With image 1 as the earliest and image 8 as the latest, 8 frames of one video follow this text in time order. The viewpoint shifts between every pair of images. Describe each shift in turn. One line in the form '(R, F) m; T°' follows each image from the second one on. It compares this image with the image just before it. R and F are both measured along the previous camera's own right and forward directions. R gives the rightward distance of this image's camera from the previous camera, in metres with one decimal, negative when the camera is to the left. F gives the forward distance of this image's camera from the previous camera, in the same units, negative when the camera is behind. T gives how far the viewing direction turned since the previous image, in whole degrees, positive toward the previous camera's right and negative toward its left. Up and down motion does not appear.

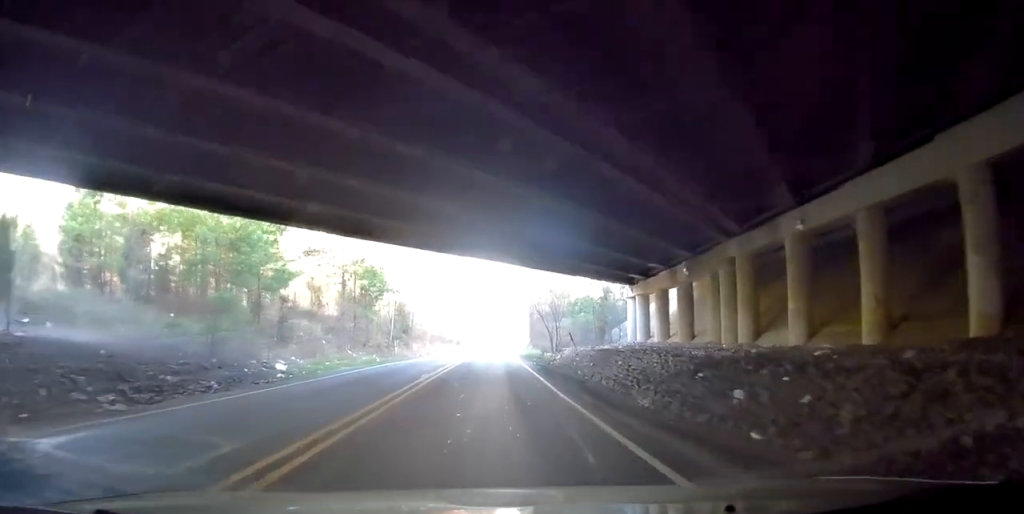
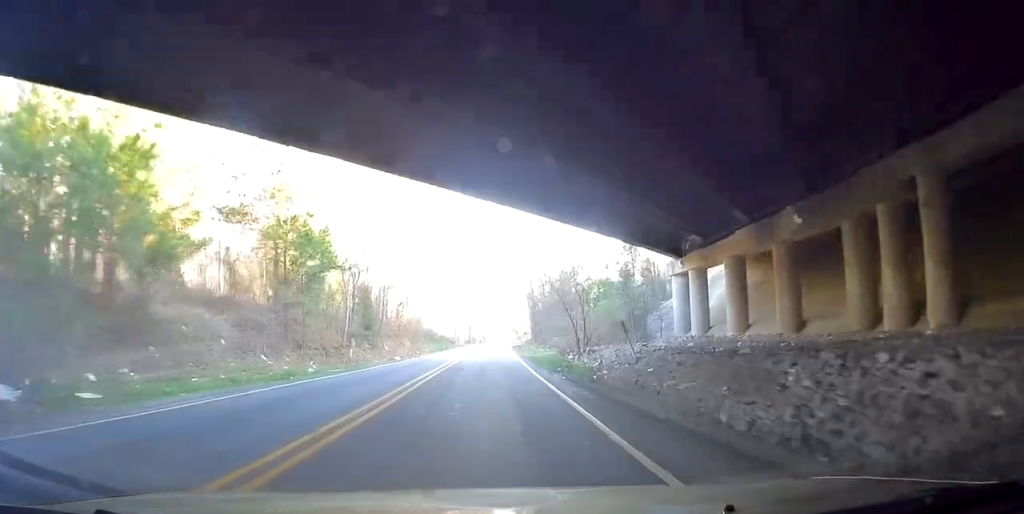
(-0.5, +11.9) m; -2°
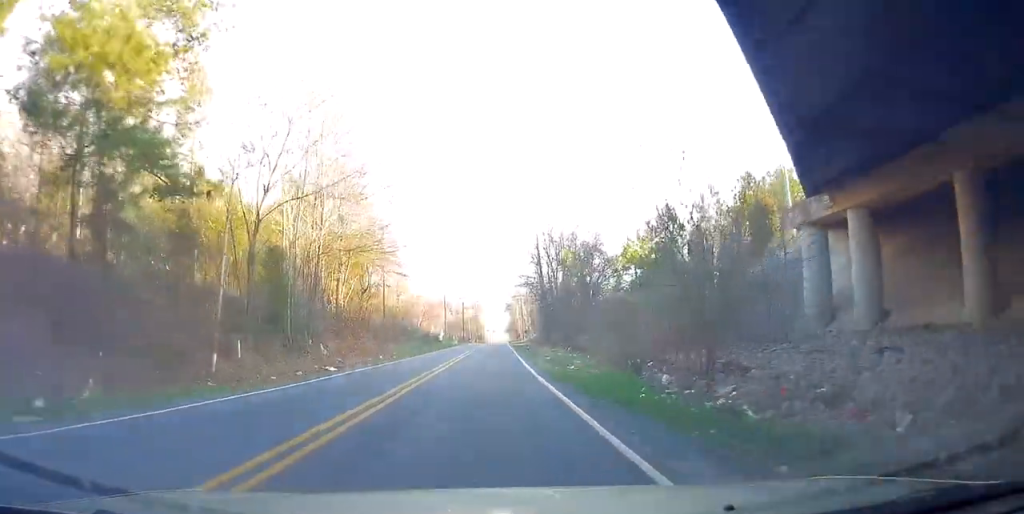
(-0.4, +14.3) m; +6°
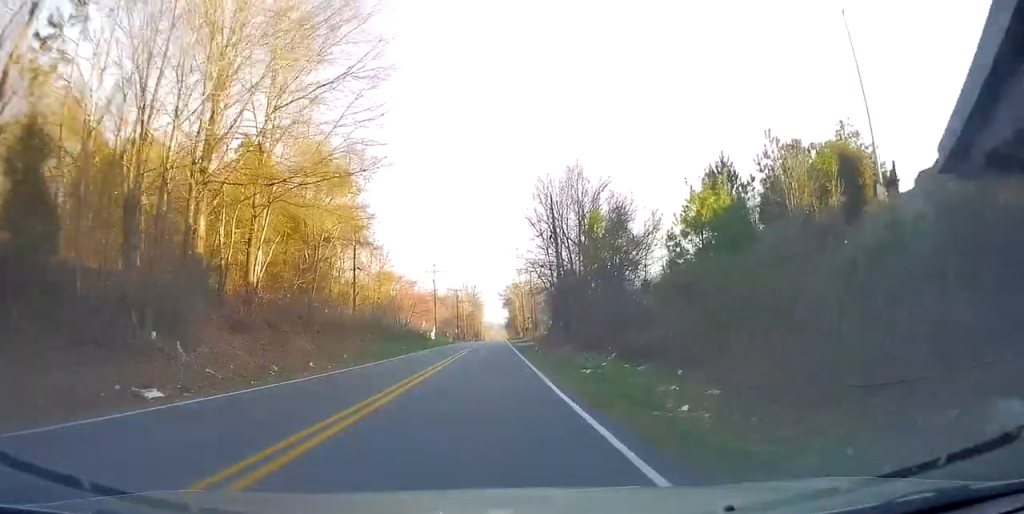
(+1.5, +14.3) m; +2°
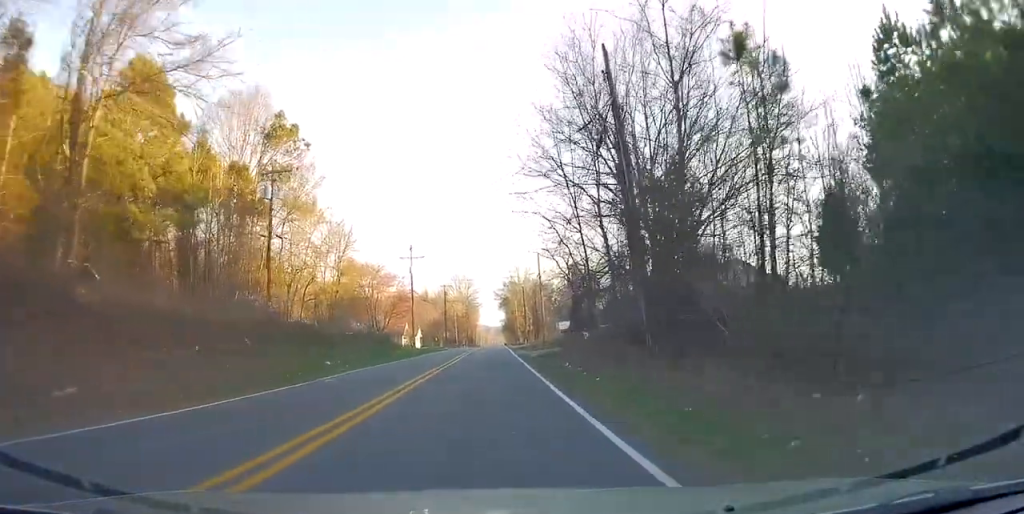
(-0.1, +22.2) m; -2°
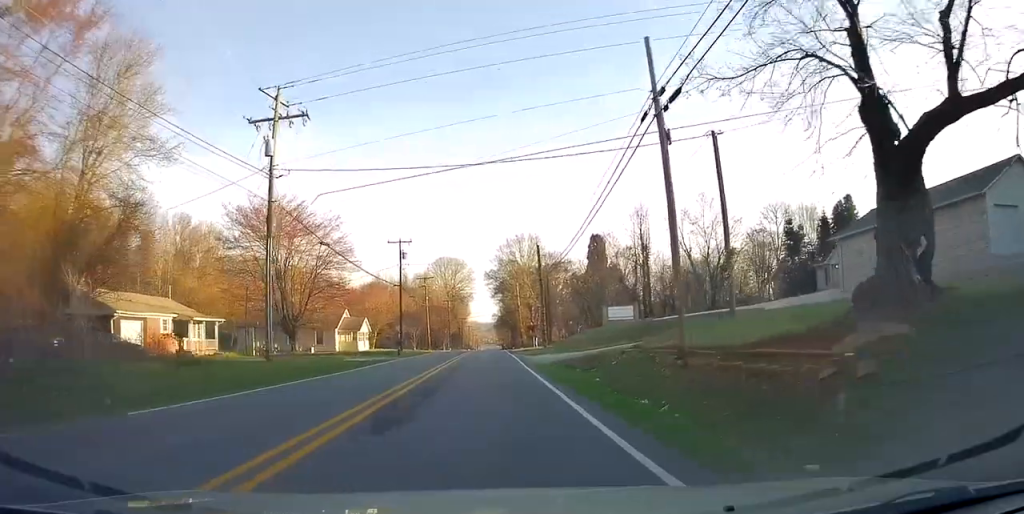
(-1.0, +46.9) m; -1°
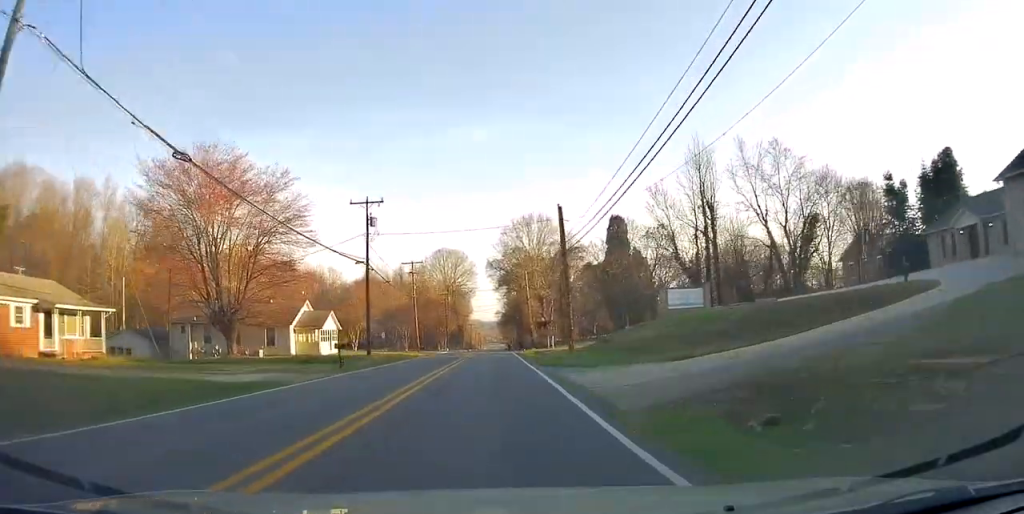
(-0.2, +17.5) m; 0°
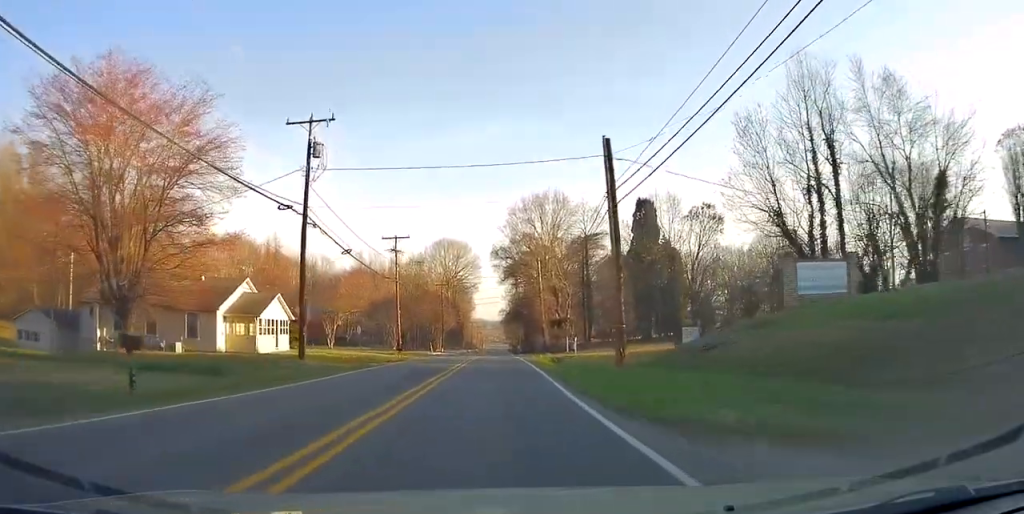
(+0.2, +15.6) m; 0°
